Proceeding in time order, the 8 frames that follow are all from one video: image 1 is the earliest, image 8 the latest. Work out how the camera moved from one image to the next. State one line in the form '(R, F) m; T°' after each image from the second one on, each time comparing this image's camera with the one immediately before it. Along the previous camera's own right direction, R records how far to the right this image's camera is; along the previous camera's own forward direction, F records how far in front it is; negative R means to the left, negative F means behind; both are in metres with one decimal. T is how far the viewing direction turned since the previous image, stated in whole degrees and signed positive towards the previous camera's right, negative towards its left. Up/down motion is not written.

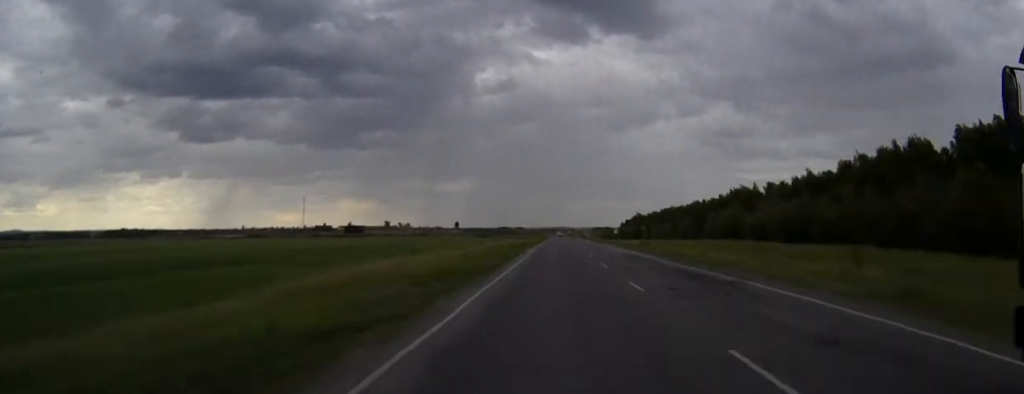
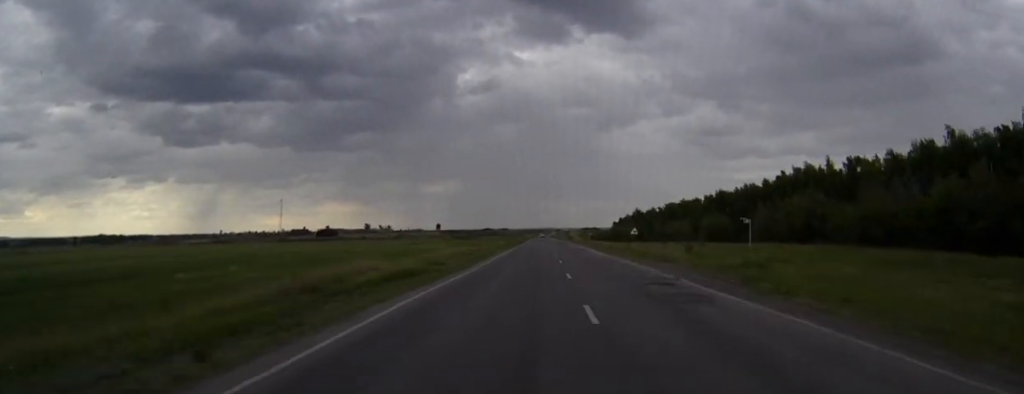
(+0.7, +54.4) m; +1°
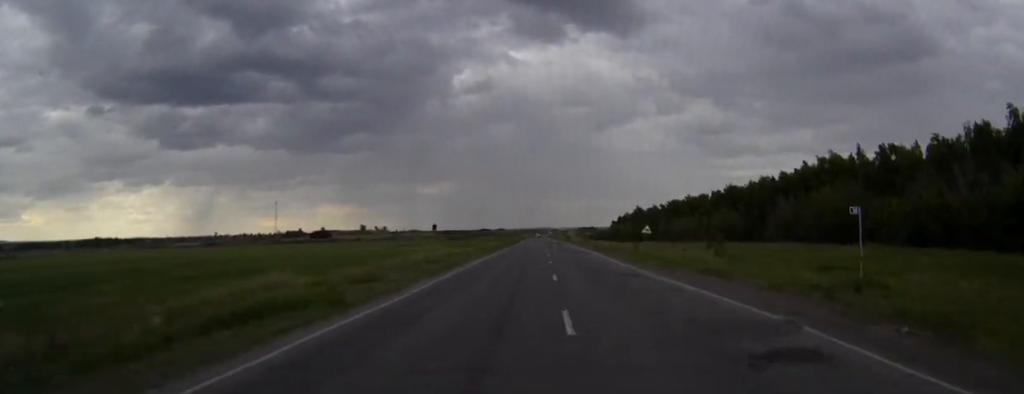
(+0.1, +13.2) m; 0°
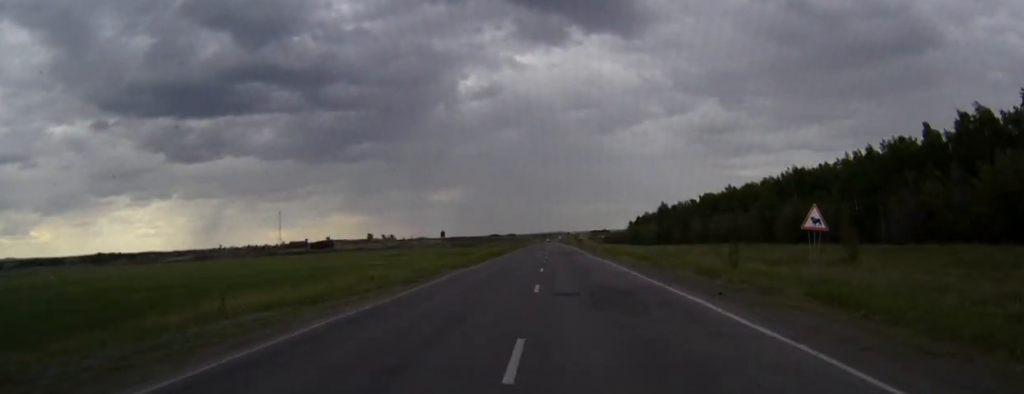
(-0.2, +39.2) m; -1°
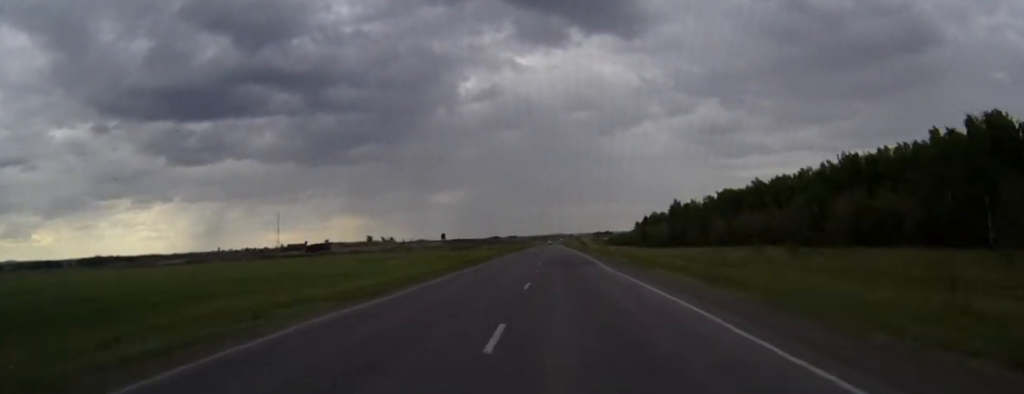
(0.0, +21.9) m; 0°
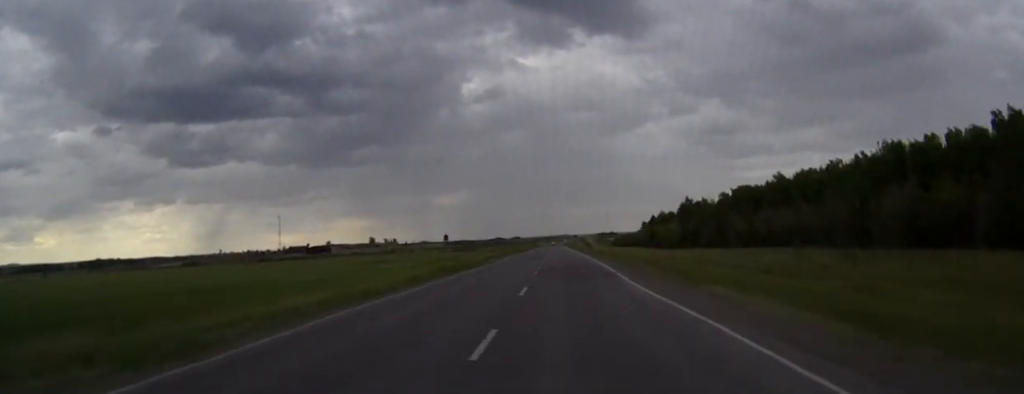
(0.0, +12.6) m; 0°
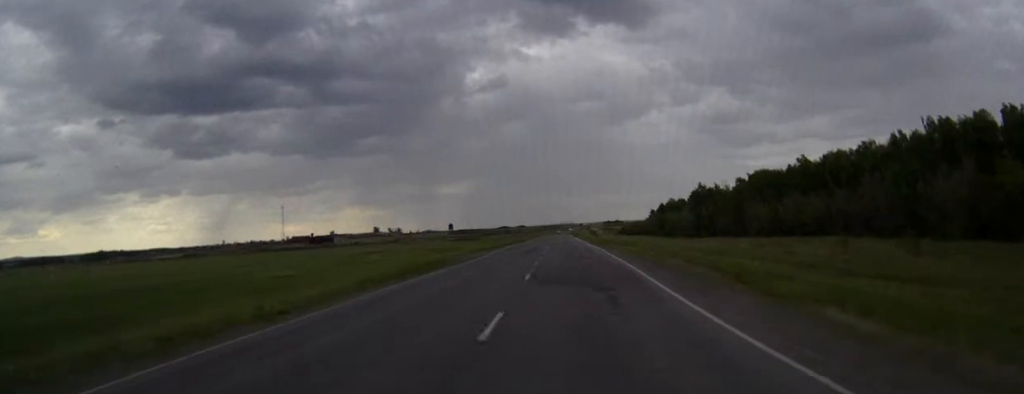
(0.0, +11.0) m; 0°
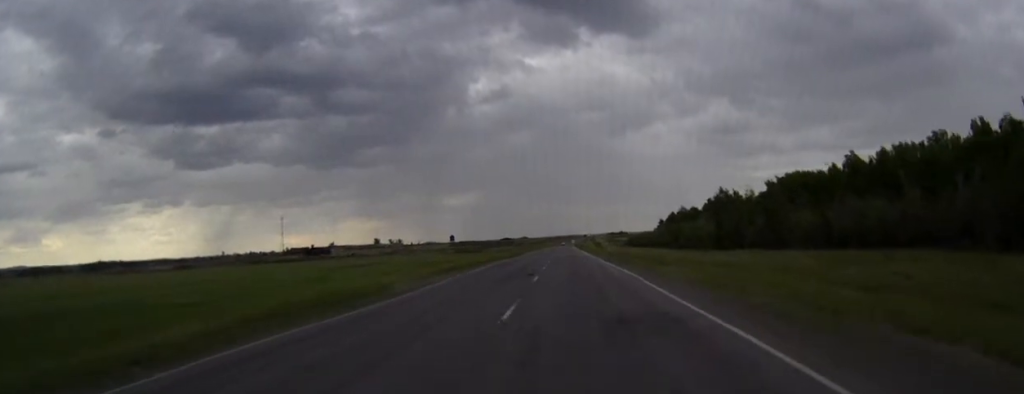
(-0.1, +20.4) m; 0°
